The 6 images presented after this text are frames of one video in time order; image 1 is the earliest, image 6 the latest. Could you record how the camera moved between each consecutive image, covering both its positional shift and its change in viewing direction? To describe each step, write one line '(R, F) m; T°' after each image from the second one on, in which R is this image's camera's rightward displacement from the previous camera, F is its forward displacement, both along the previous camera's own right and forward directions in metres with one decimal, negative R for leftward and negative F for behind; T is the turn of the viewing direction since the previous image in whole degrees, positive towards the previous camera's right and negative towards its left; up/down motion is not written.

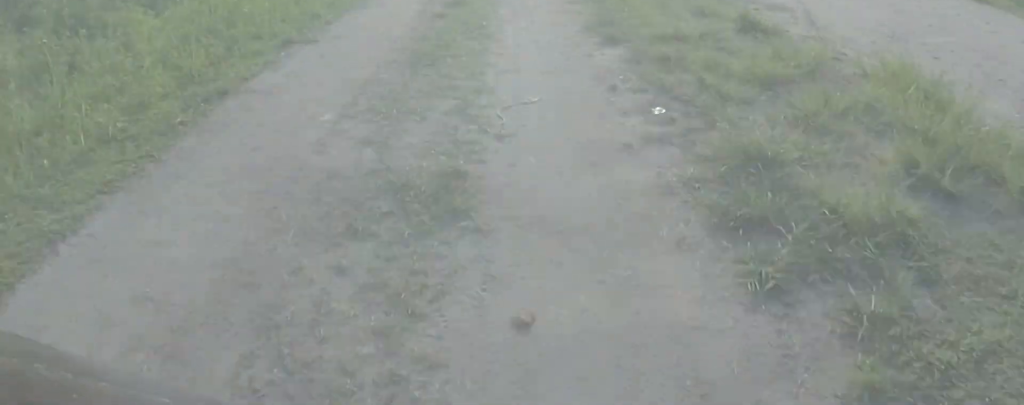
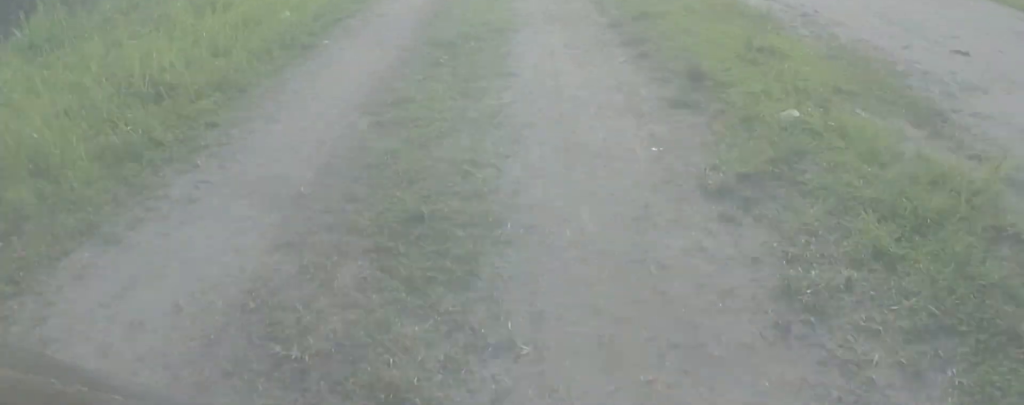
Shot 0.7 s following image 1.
(+0.2, +6.1) m; +1°
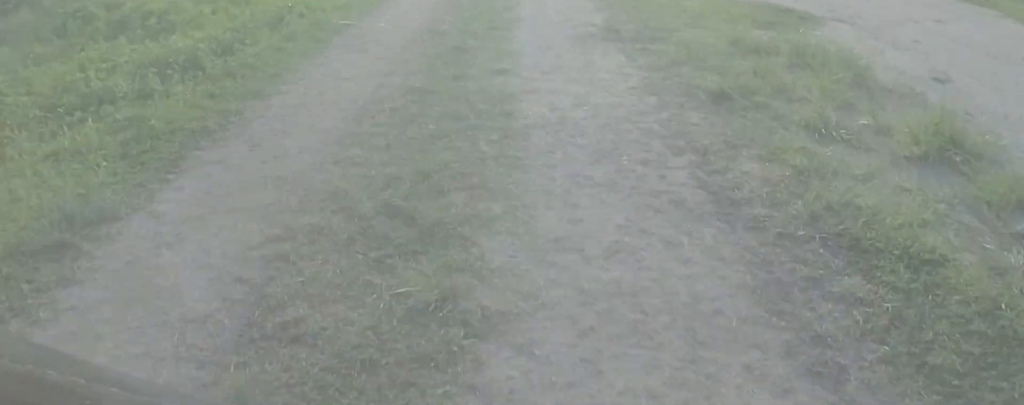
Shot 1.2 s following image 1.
(+0.2, +4.3) m; 0°
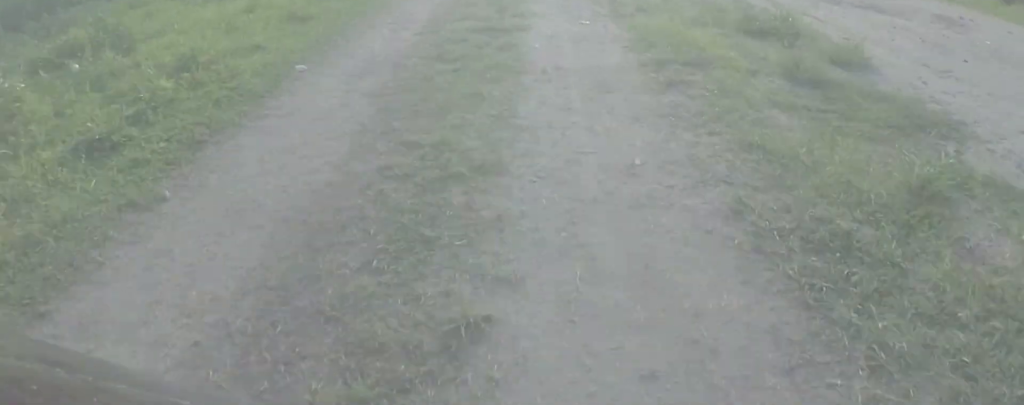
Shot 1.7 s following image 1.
(-0.2, +4.1) m; 0°
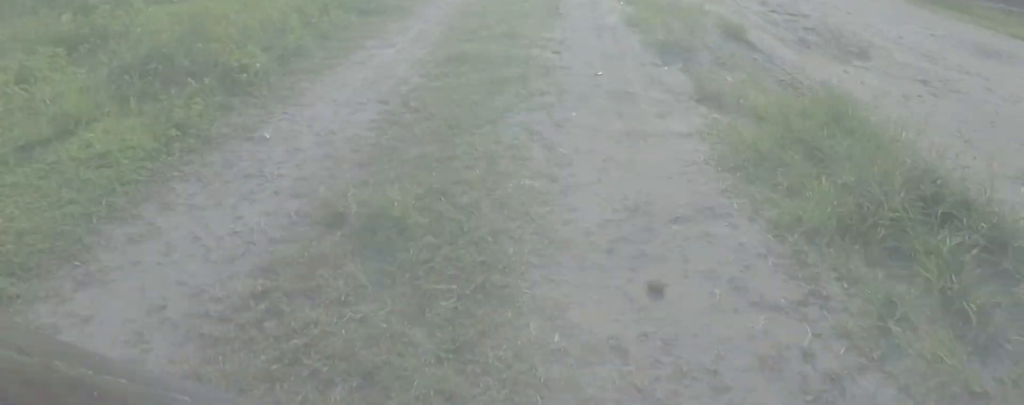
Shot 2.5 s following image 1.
(-0.1, +7.3) m; 0°
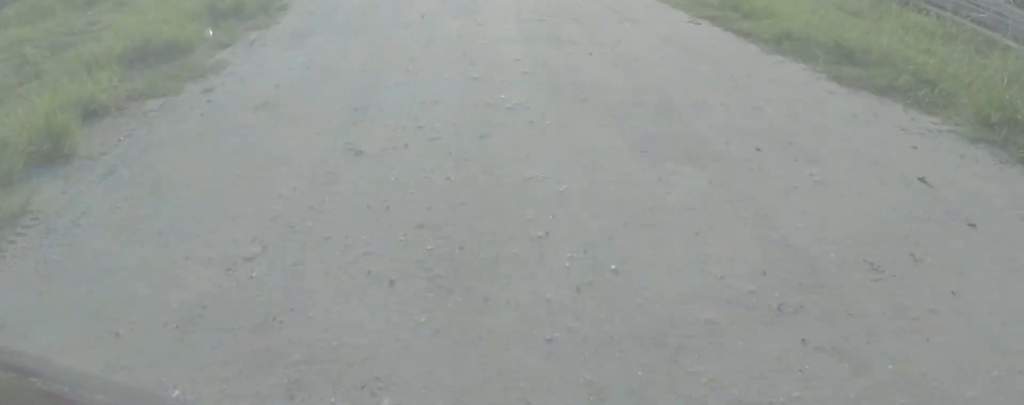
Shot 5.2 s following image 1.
(-0.7, +25.0) m; -3°
